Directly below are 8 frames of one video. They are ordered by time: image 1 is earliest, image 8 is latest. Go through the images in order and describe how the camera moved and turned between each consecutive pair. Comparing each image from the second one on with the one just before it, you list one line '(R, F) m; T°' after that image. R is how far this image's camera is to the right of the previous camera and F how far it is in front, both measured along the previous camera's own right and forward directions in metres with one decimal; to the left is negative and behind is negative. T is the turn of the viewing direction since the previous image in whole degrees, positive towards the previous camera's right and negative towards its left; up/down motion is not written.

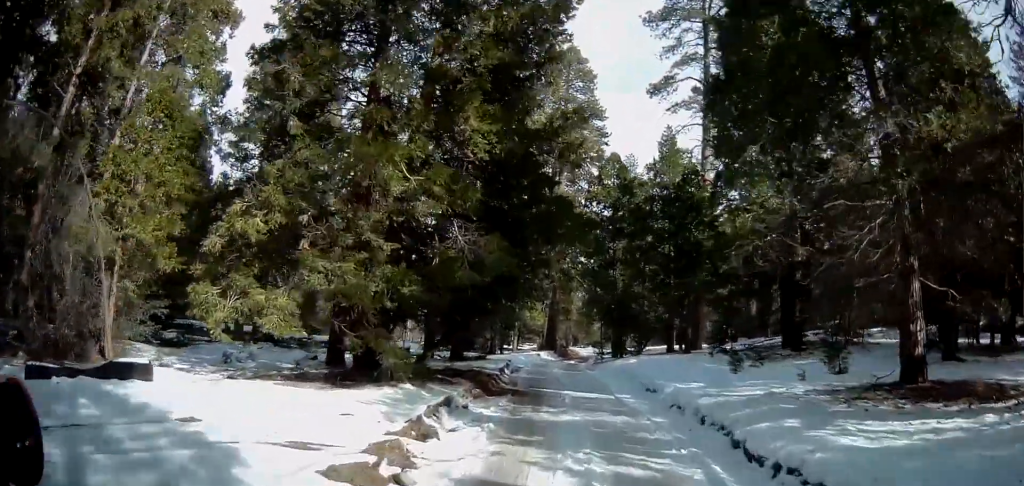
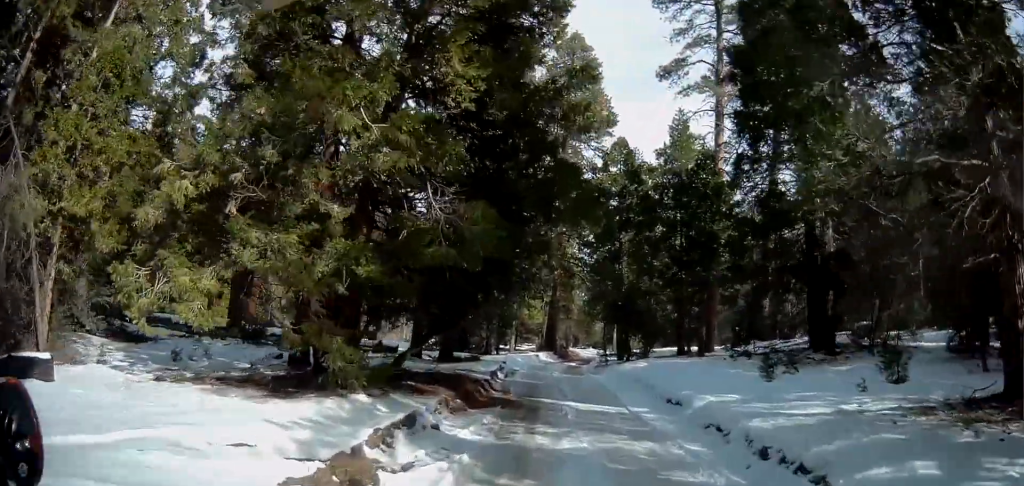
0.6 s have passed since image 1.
(-0.2, +3.7) m; +2°
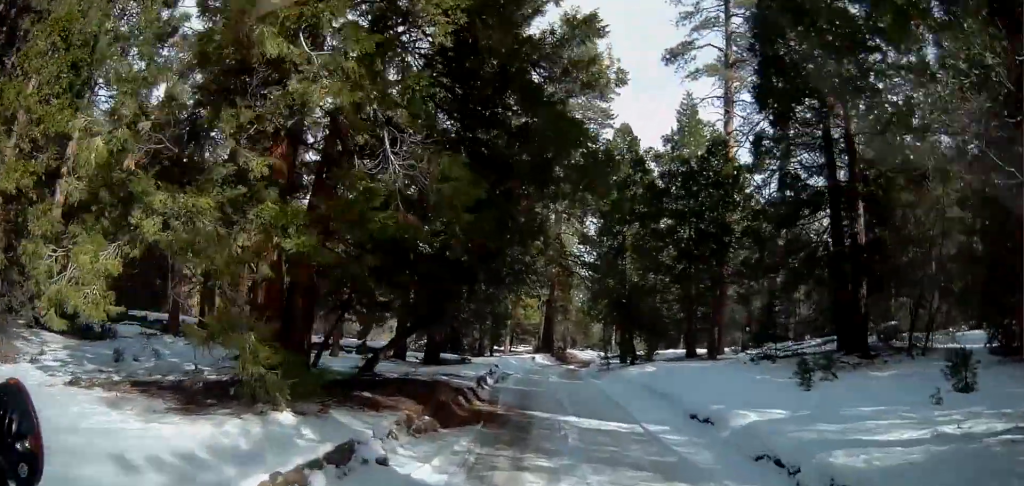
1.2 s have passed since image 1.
(0.0, +3.3) m; +2°
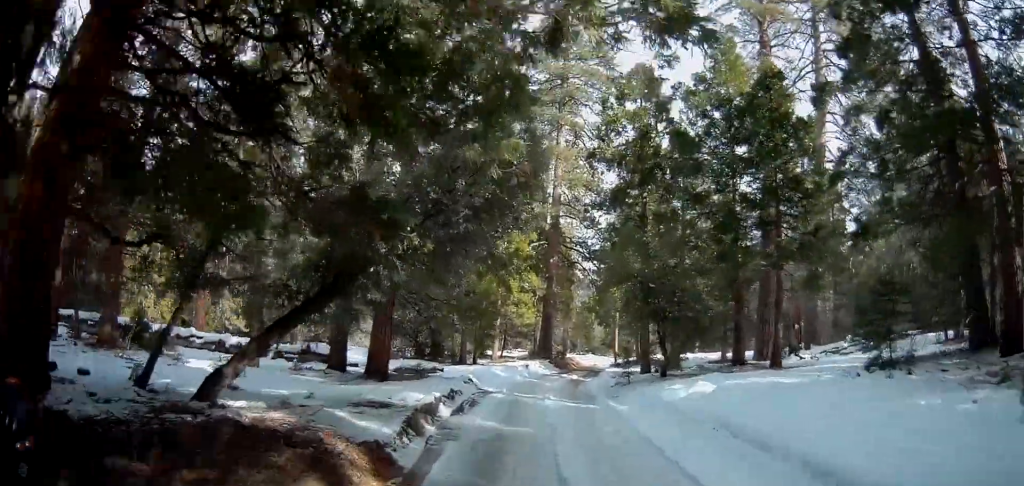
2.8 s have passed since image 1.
(+0.1, +9.5) m; -4°
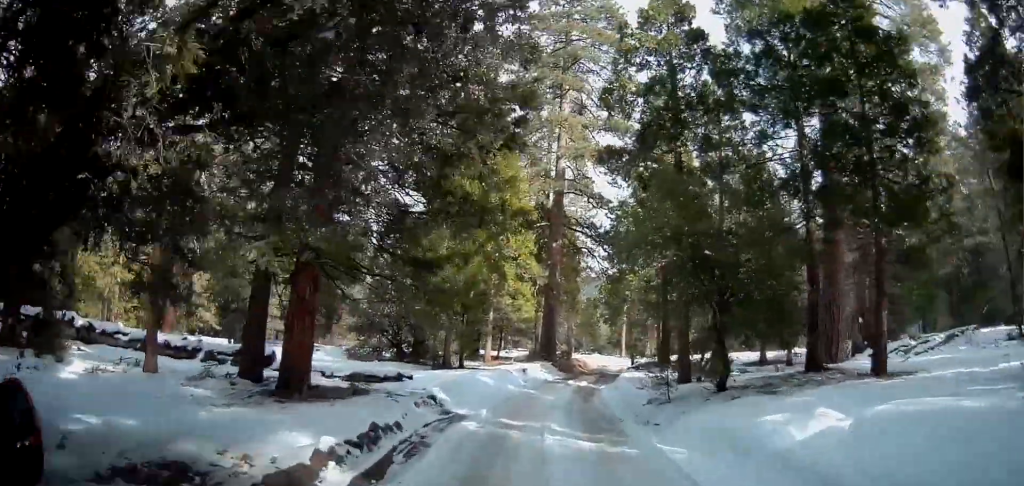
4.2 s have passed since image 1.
(-0.2, +7.4) m; -1°
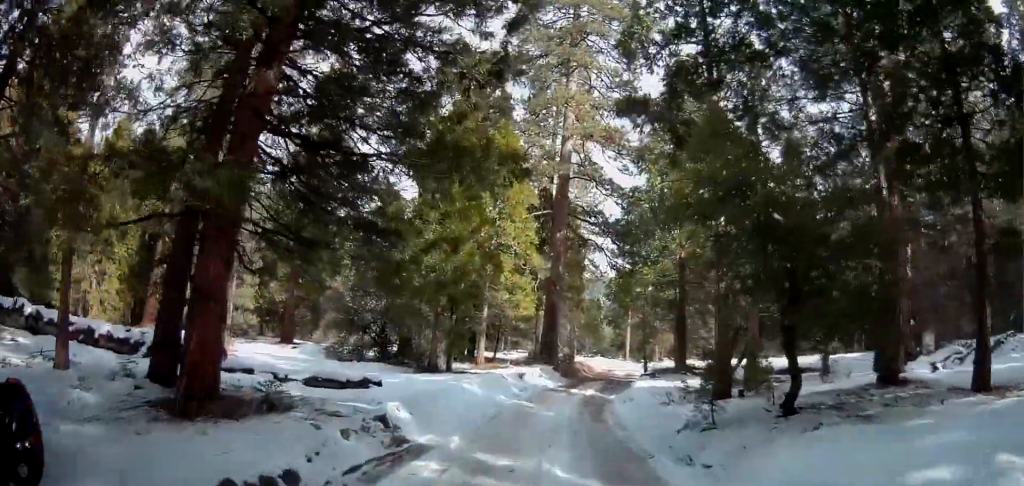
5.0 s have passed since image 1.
(0.0, +4.5) m; +2°
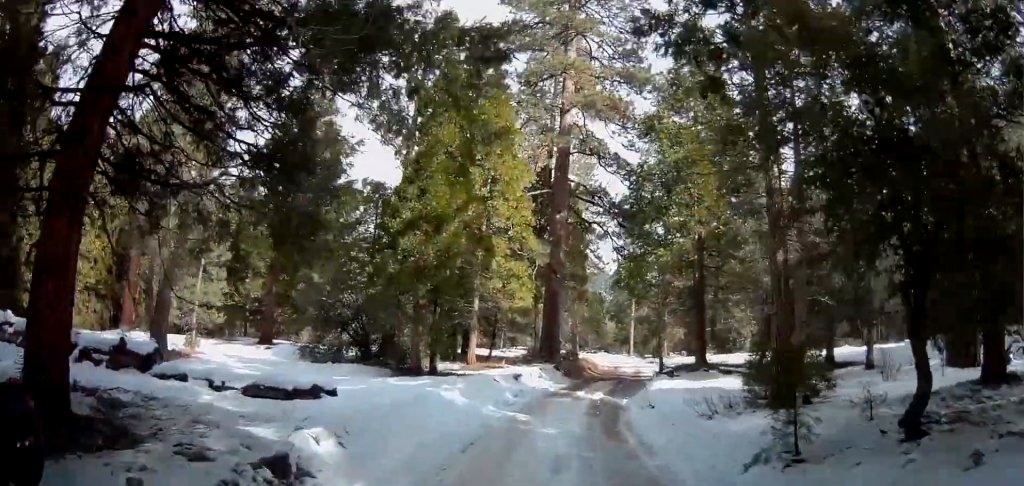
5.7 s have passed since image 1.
(+0.1, +4.6) m; 0°
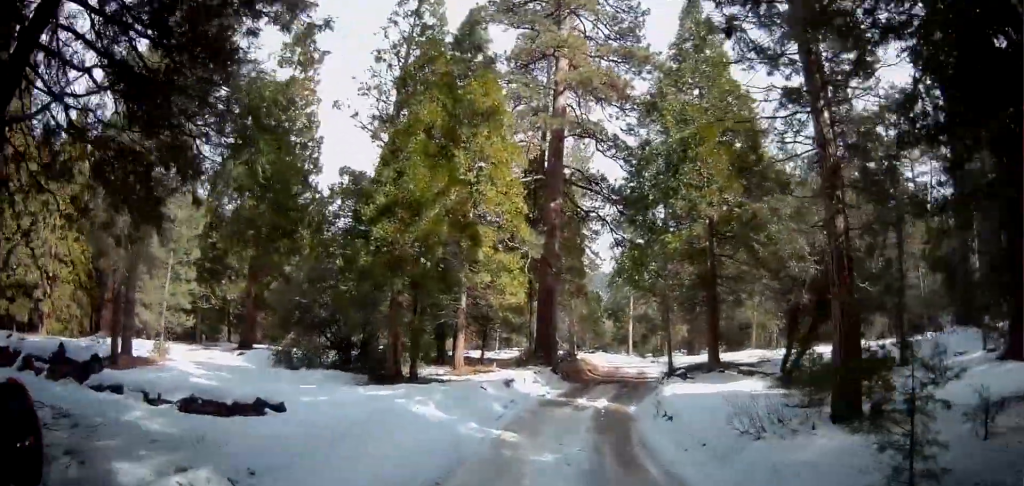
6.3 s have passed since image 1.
(0.0, +3.2) m; -1°
